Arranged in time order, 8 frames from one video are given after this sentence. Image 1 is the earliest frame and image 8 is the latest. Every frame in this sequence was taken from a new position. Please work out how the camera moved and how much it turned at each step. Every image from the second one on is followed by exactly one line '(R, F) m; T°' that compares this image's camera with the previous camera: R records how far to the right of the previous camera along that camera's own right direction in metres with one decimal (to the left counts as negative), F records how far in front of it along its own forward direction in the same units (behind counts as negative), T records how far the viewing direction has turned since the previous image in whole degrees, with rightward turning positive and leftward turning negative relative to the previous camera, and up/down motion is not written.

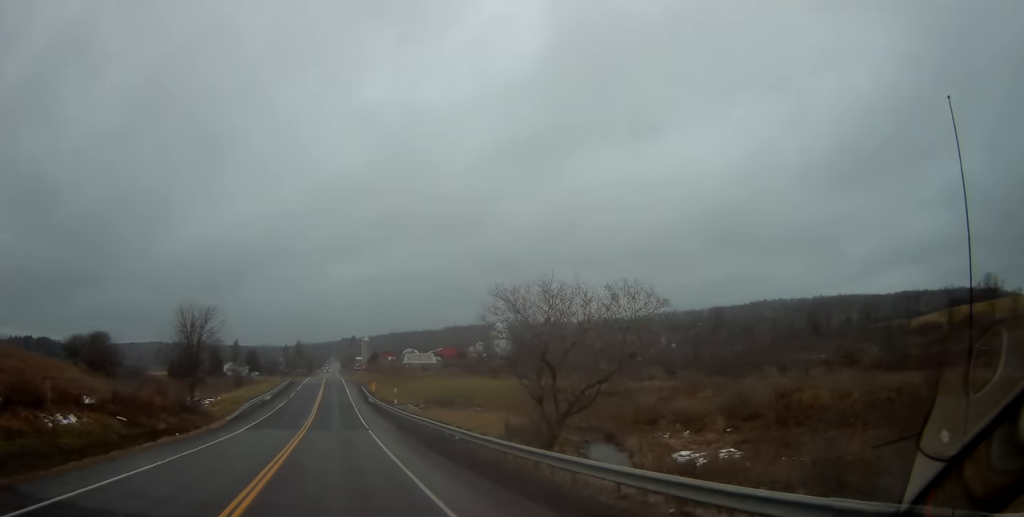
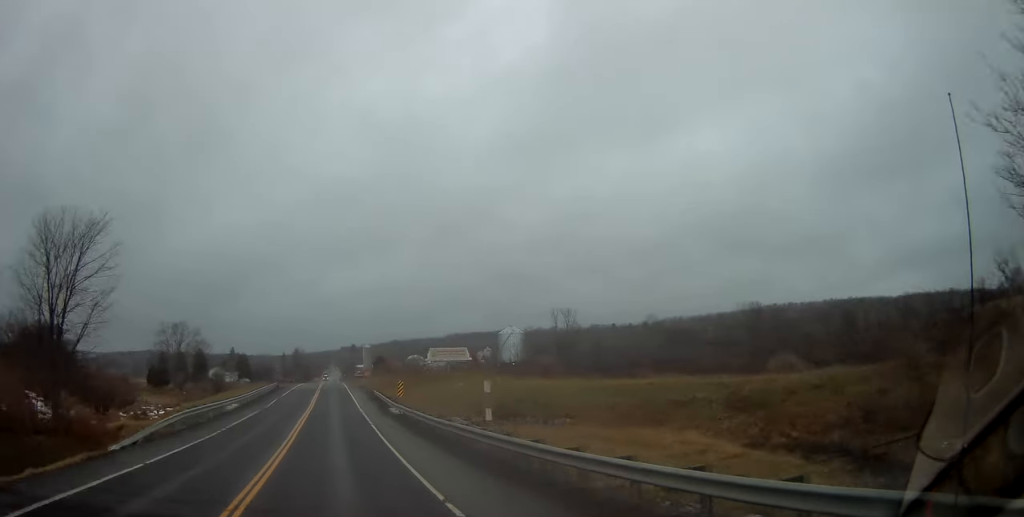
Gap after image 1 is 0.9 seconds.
(0.0, +23.5) m; 0°
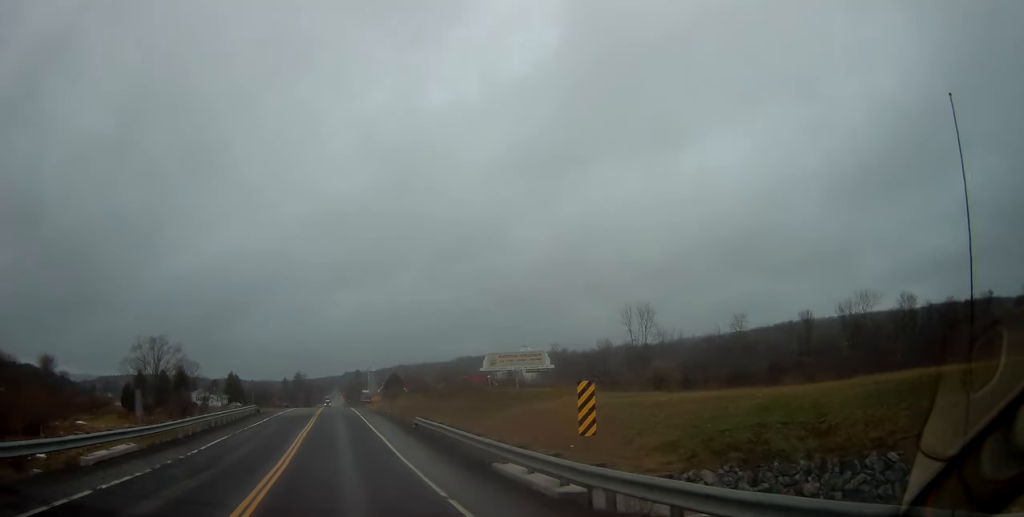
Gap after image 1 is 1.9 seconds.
(-0.3, +24.8) m; 0°
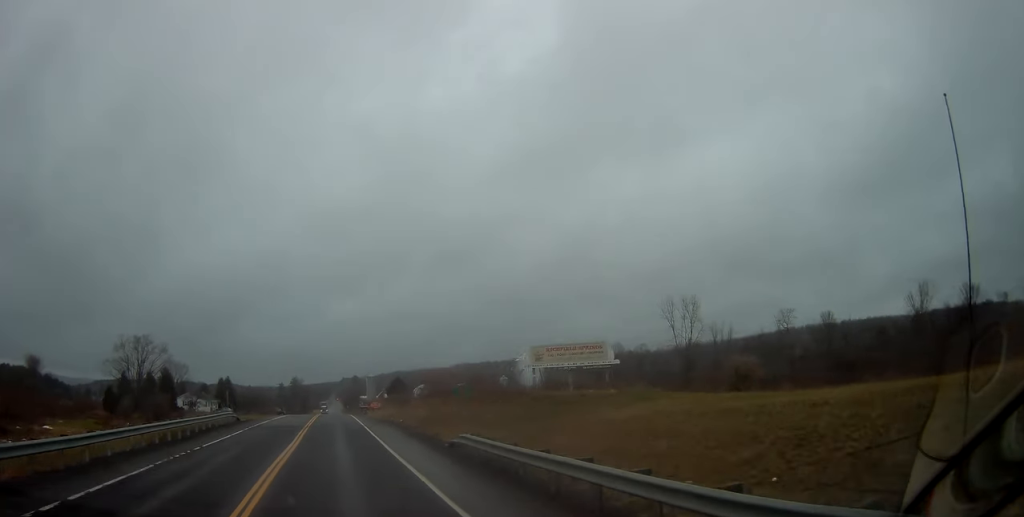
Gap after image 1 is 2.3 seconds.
(-0.1, +11.0) m; 0°
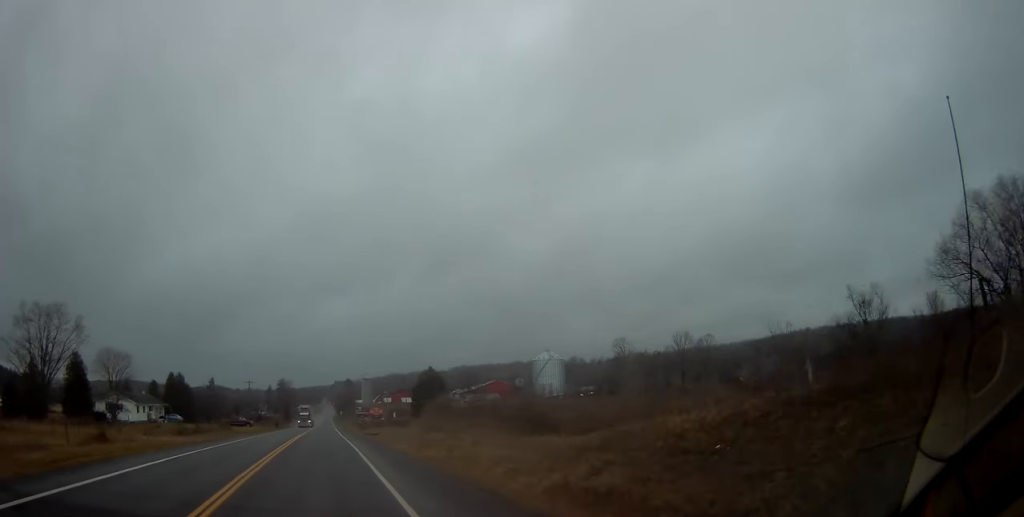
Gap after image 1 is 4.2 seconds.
(+0.4, +46.4) m; +1°
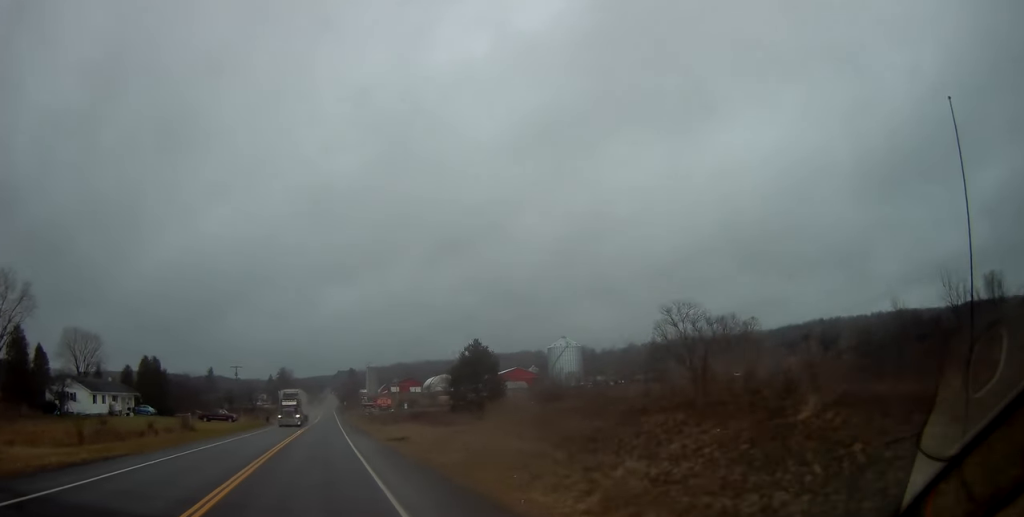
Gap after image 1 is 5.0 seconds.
(+0.1, +20.1) m; 0°
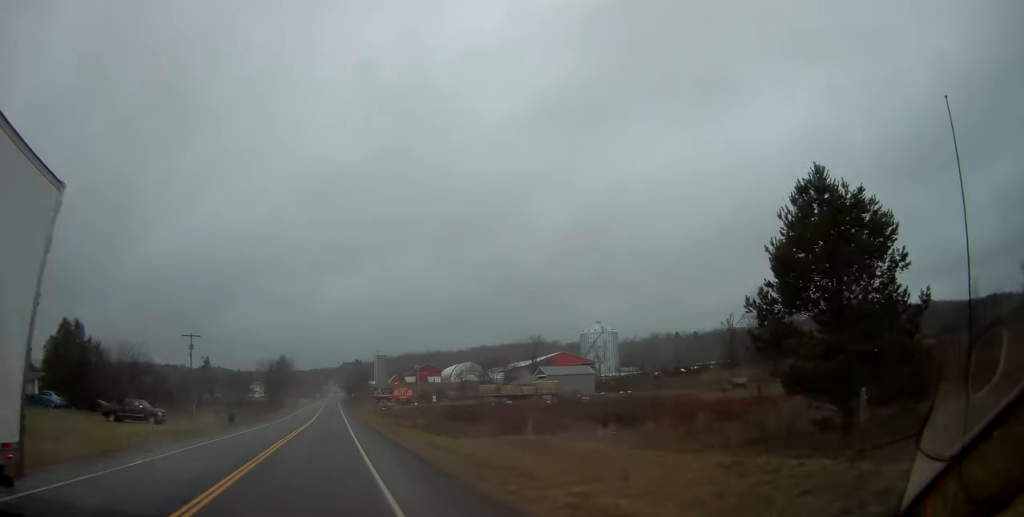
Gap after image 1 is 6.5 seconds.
(-0.2, +36.3) m; -1°
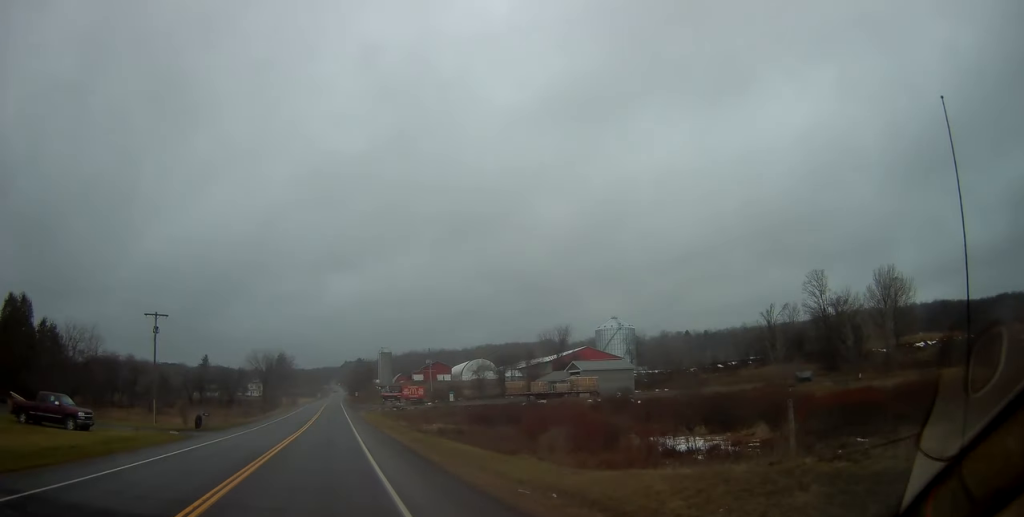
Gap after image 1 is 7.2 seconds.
(0.0, +14.6) m; -1°
